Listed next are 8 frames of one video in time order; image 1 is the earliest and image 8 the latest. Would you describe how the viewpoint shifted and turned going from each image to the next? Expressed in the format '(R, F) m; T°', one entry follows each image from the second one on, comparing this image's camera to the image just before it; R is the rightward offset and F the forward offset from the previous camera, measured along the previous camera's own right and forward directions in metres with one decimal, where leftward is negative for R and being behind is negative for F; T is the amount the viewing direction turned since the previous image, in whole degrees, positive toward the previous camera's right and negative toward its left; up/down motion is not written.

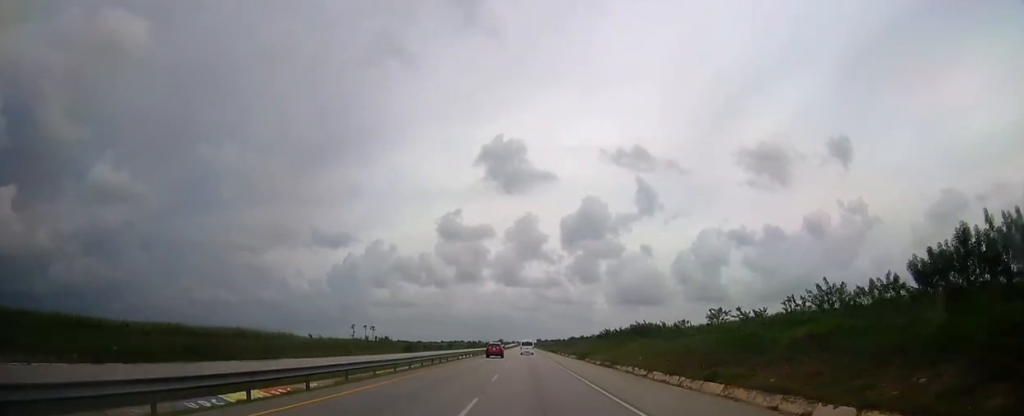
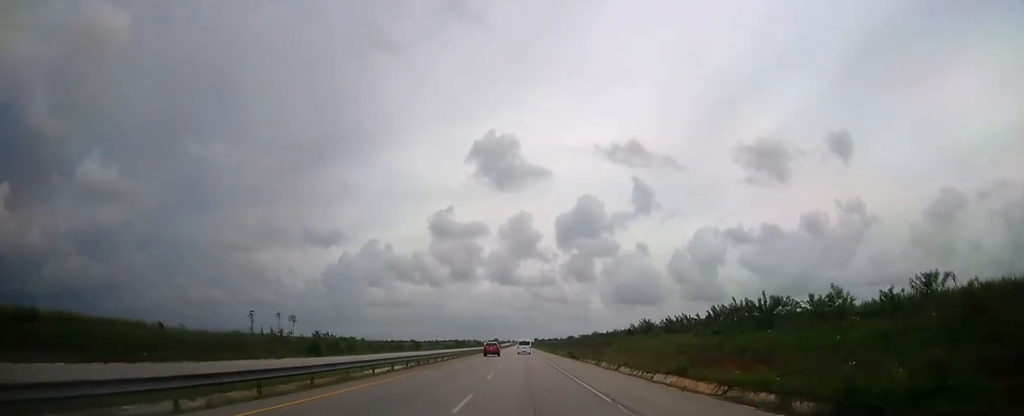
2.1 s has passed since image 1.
(+0.1, +59.2) m; 0°
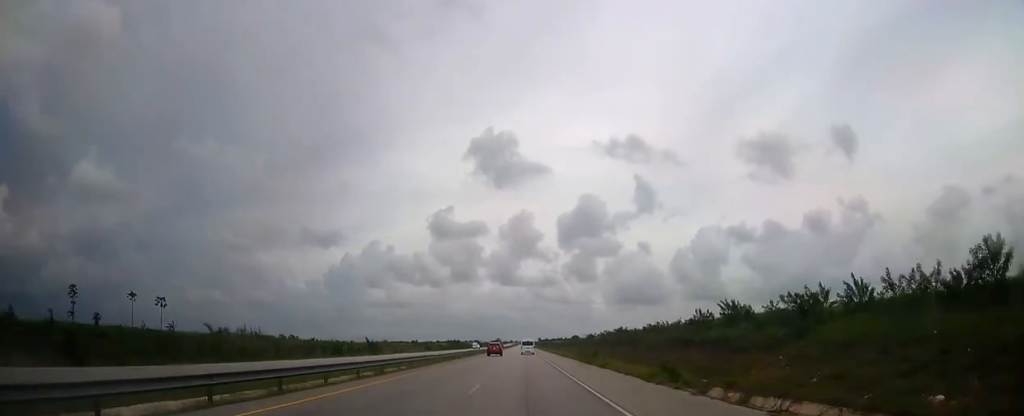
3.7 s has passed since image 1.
(+0.1, +45.4) m; 0°
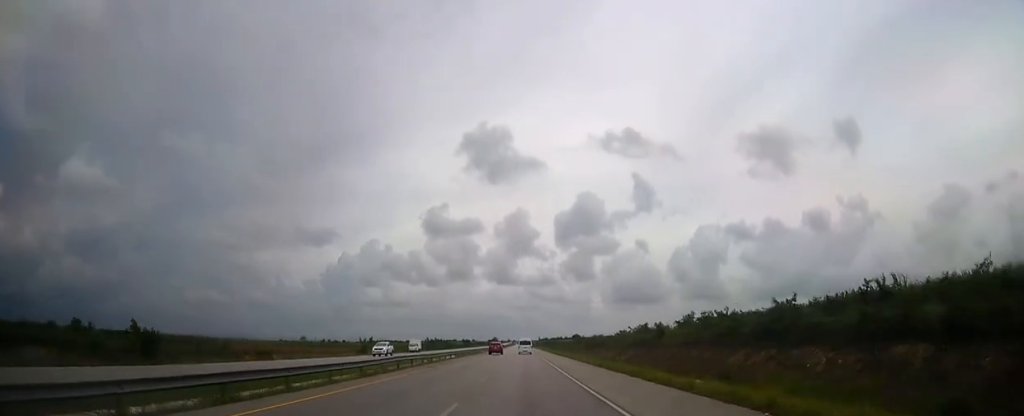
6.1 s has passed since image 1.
(+0.1, +68.5) m; 0°
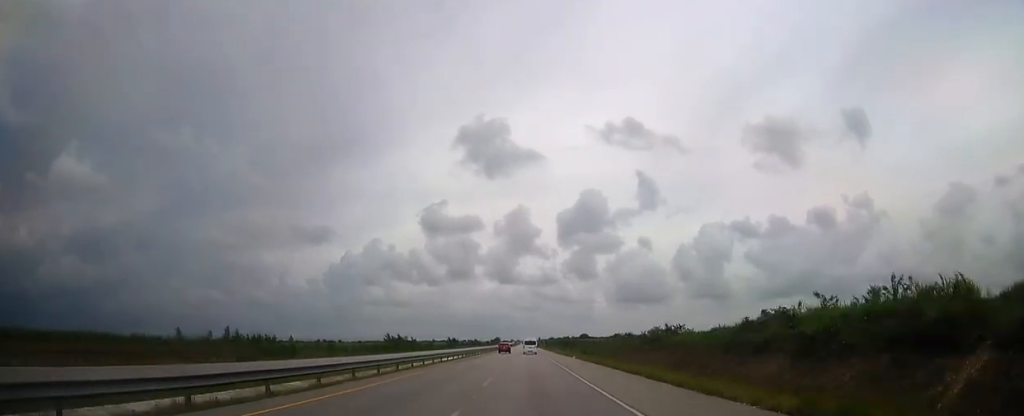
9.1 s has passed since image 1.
(-0.2, +85.7) m; 0°
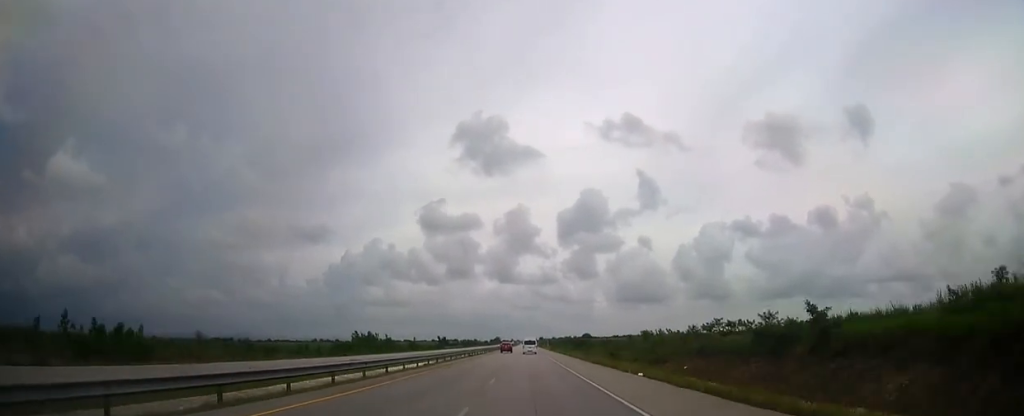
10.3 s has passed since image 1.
(0.0, +34.6) m; 0°
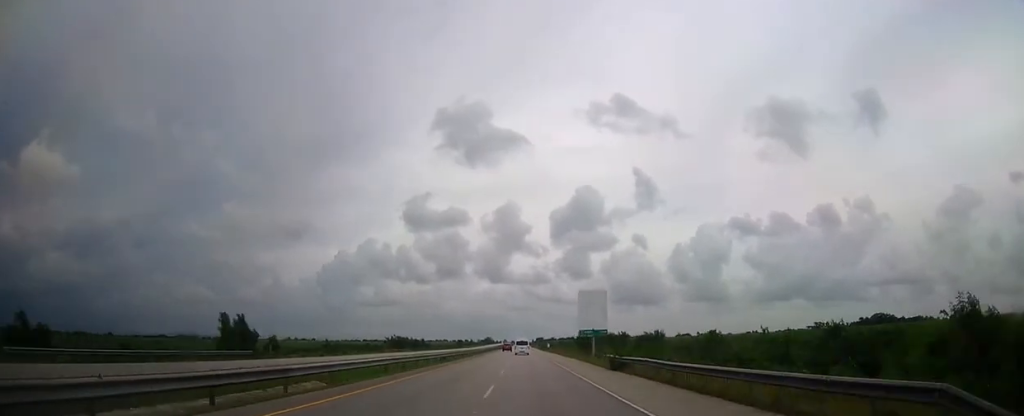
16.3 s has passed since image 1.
(+0.4, +173.0) m; 0°
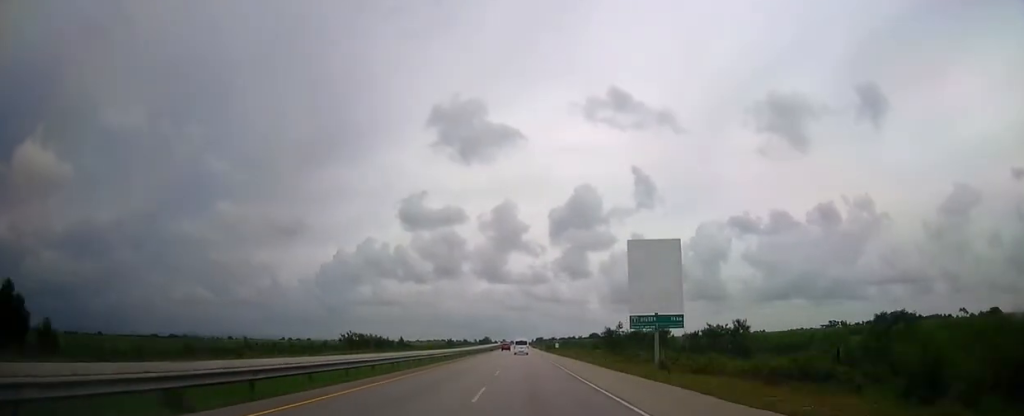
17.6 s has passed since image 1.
(+0.1, +37.5) m; 0°
